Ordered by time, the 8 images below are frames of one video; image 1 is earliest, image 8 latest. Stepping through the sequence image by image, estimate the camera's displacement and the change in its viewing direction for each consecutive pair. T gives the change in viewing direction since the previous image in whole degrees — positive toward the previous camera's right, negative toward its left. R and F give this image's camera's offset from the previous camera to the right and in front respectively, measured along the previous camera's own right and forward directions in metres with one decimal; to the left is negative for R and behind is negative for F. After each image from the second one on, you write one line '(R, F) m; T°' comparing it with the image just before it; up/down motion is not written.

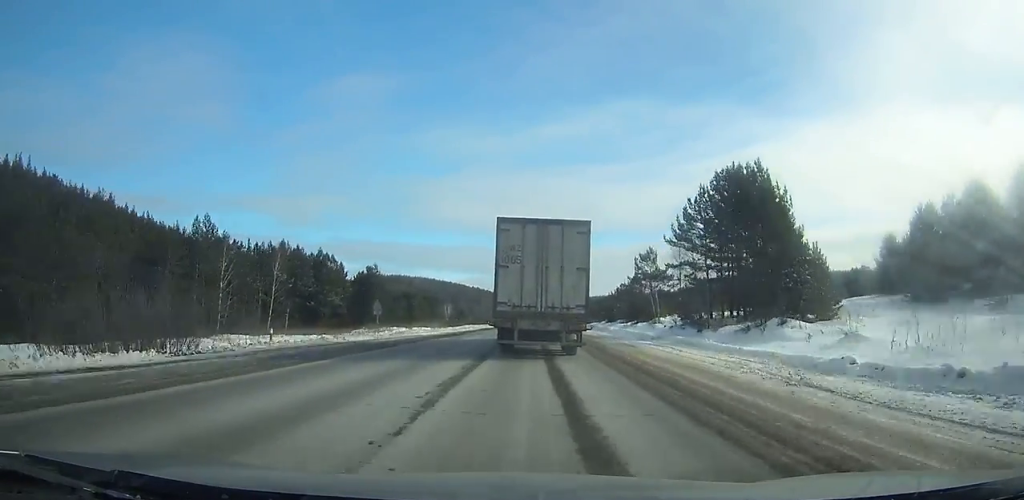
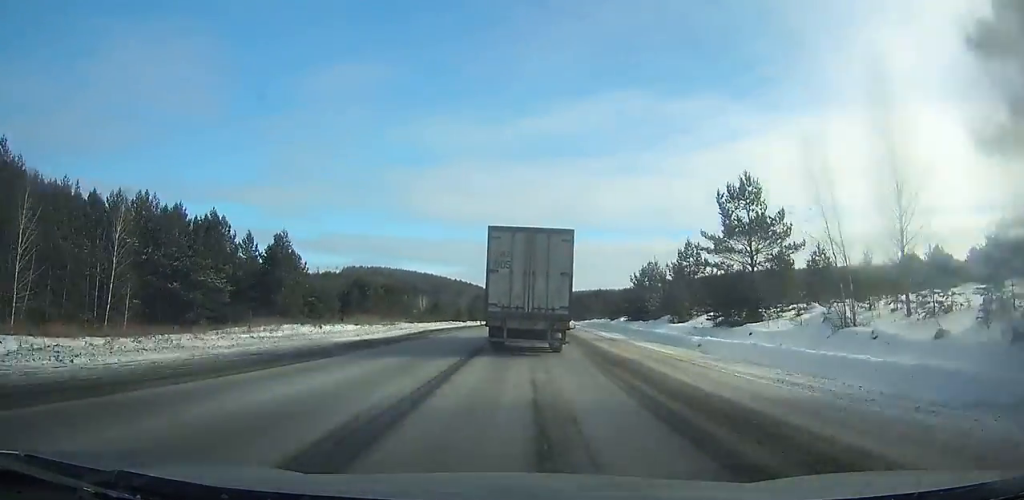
(+0.2, +37.1) m; 0°
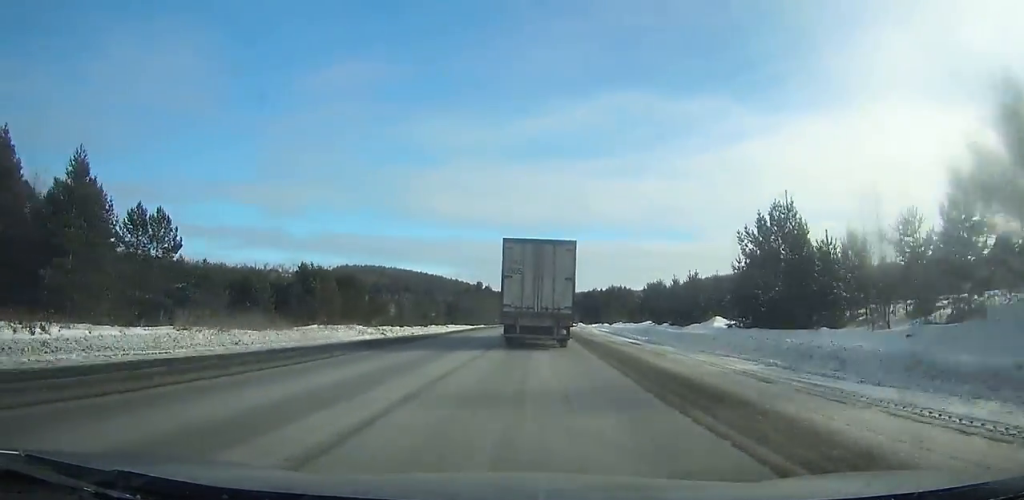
(+0.2, +40.7) m; +1°
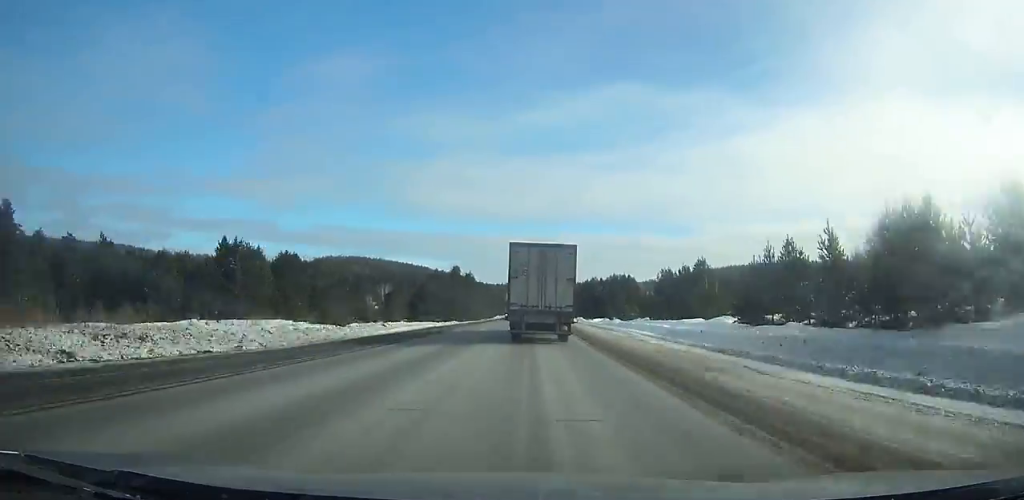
(-0.2, +29.6) m; +1°
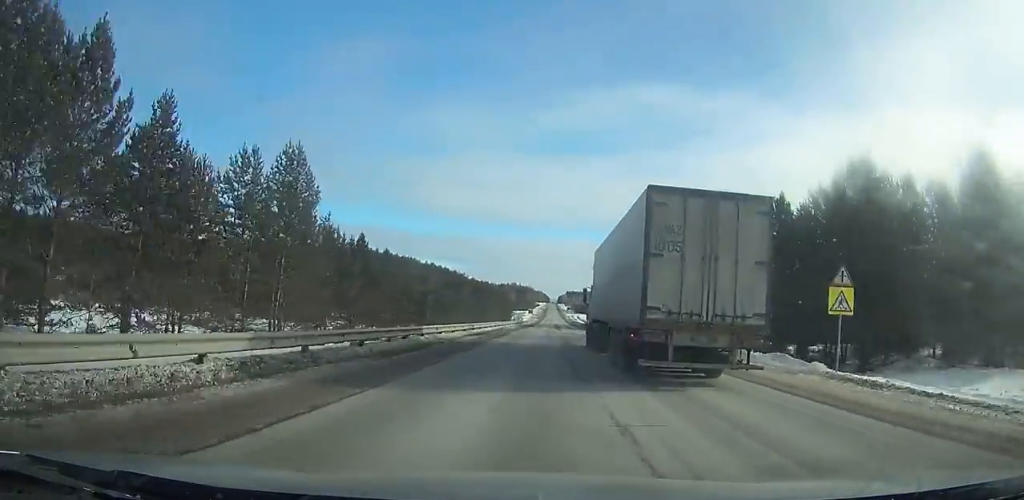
(+0.2, +149.9) m; 0°
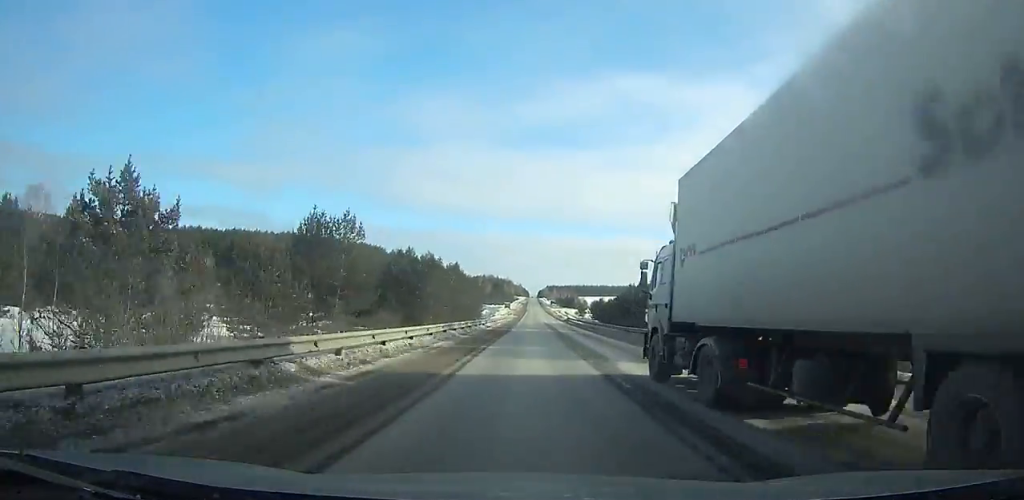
(+0.3, +59.0) m; +1°
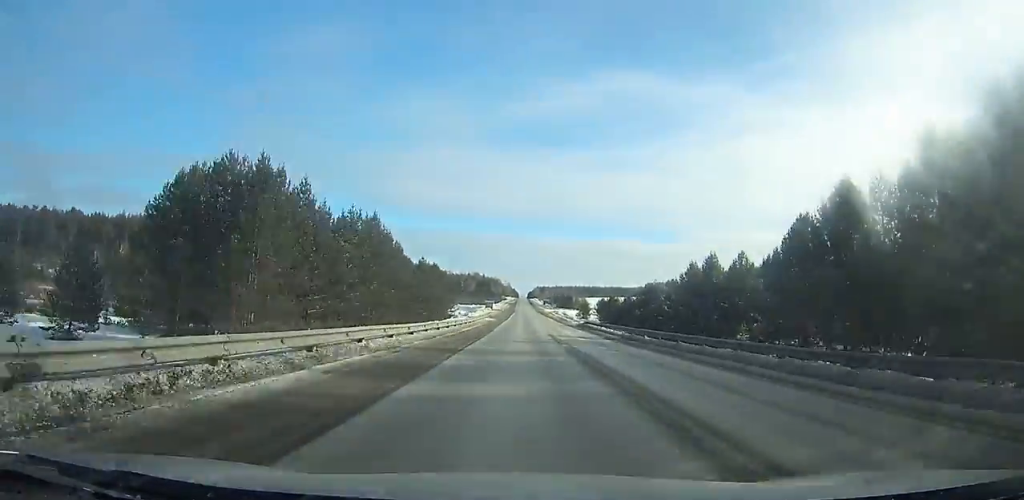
(+0.6, +55.7) m; +1°
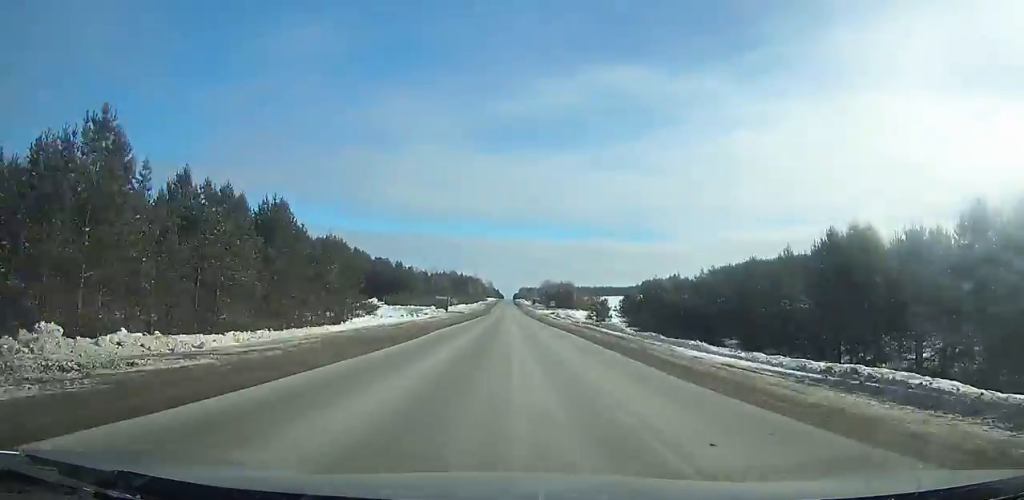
(+0.8, +73.5) m; +1°
